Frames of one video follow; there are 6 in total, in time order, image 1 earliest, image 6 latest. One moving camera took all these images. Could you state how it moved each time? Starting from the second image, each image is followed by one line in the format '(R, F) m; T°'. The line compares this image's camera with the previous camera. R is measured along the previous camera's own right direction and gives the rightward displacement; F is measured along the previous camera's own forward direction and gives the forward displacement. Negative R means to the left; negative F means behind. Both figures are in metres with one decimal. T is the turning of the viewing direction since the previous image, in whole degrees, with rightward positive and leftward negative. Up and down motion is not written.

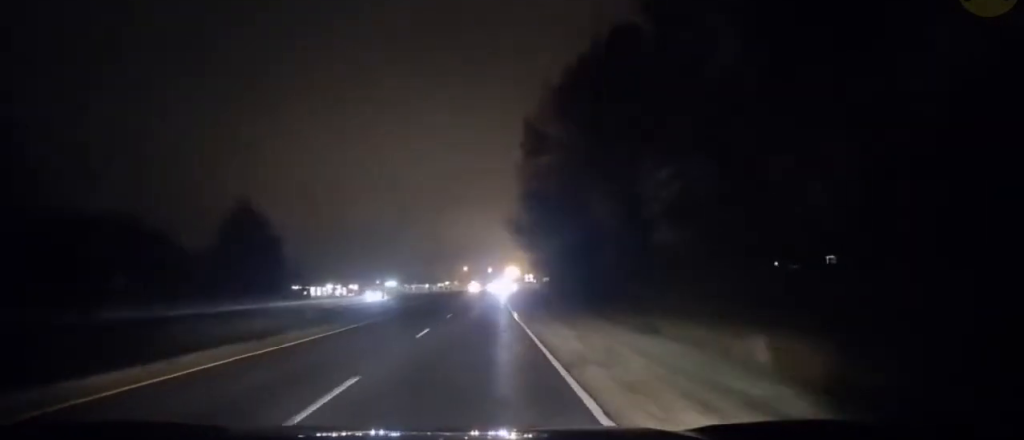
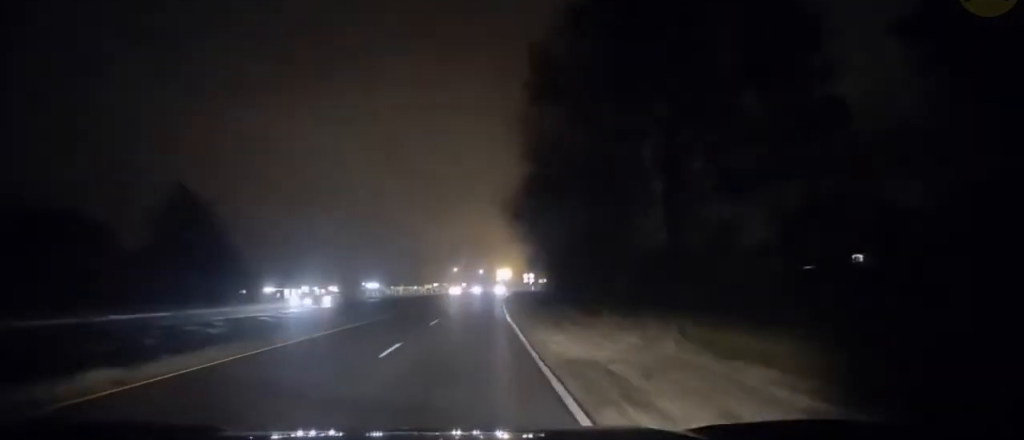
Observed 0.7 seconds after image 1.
(+0.1, +17.2) m; +1°
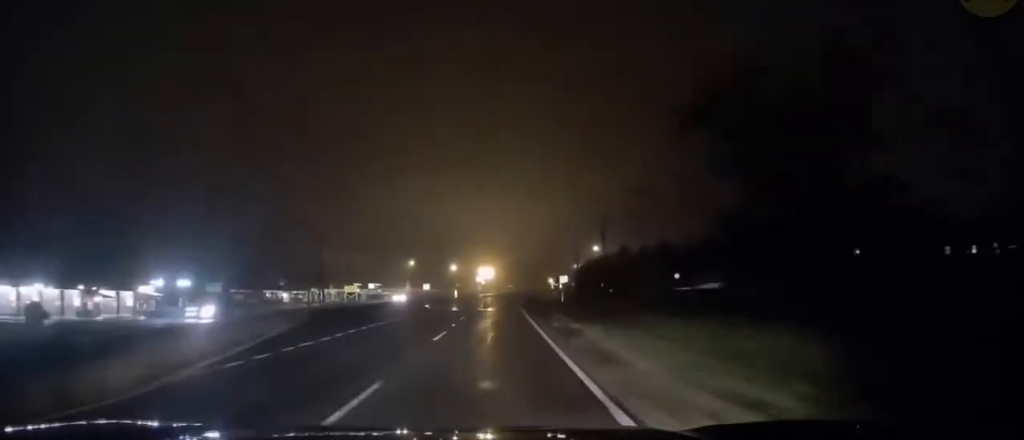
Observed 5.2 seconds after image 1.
(+0.8, +104.3) m; +2°
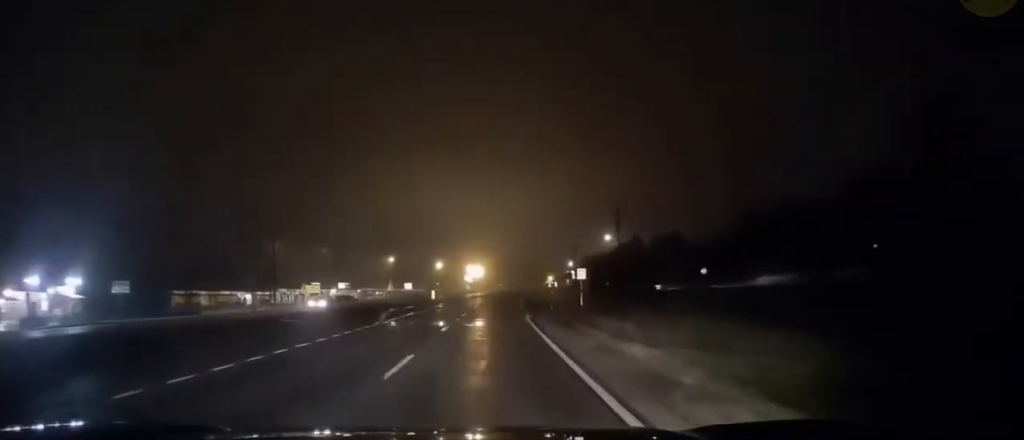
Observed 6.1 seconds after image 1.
(+0.1, +20.3) m; 0°
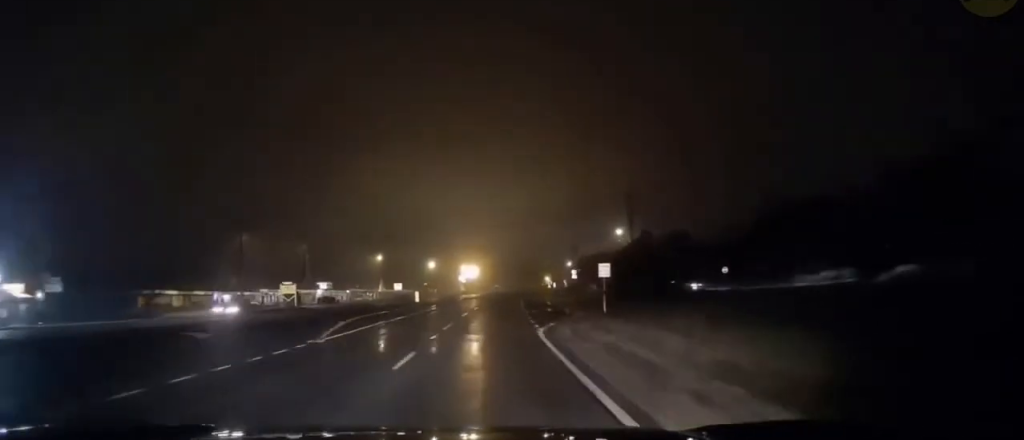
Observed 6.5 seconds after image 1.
(-0.2, +10.9) m; 0°
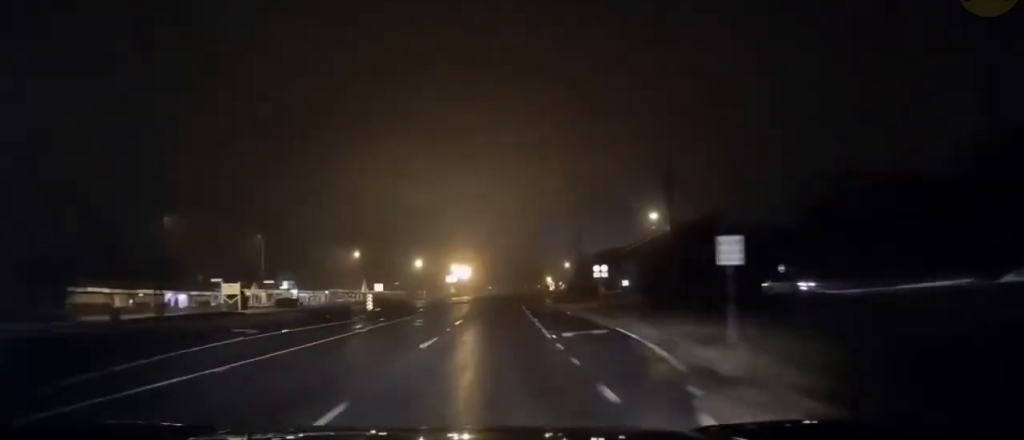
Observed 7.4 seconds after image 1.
(+0.3, +19.5) m; +1°
